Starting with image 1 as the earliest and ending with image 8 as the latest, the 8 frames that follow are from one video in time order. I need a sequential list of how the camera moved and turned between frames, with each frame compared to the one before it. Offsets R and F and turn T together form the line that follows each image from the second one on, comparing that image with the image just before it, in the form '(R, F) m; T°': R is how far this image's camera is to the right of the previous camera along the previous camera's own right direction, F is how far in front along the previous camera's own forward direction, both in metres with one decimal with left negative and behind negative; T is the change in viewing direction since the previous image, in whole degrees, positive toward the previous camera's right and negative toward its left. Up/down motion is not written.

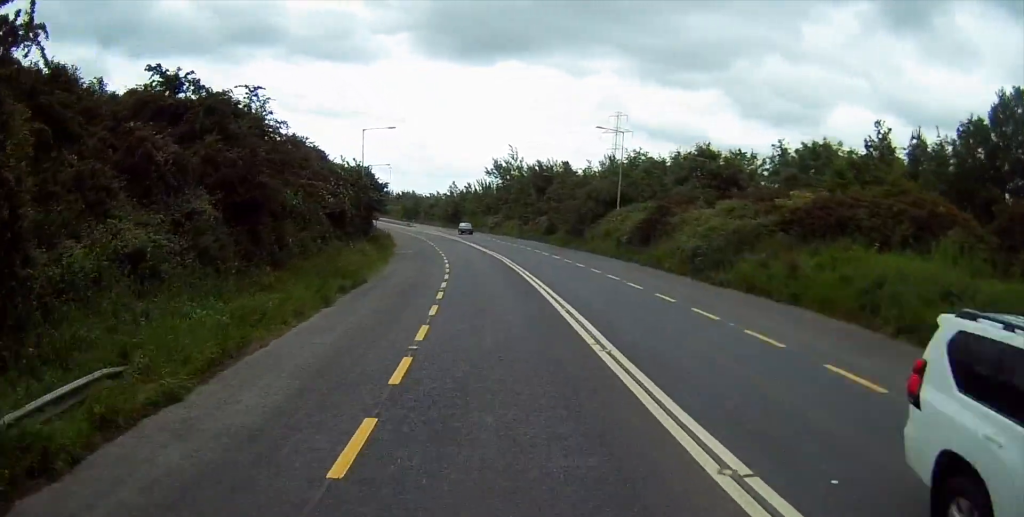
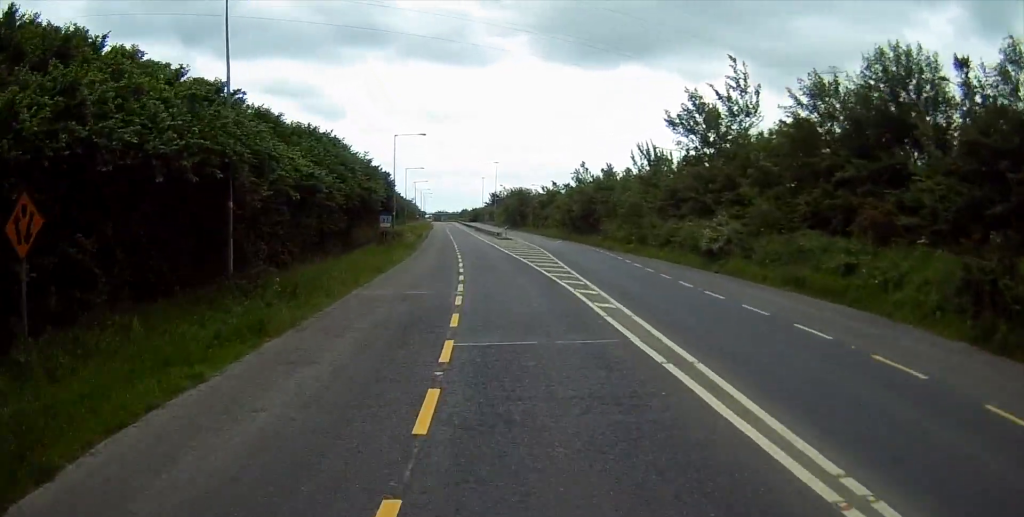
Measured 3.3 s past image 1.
(-6.4, +71.3) m; -8°
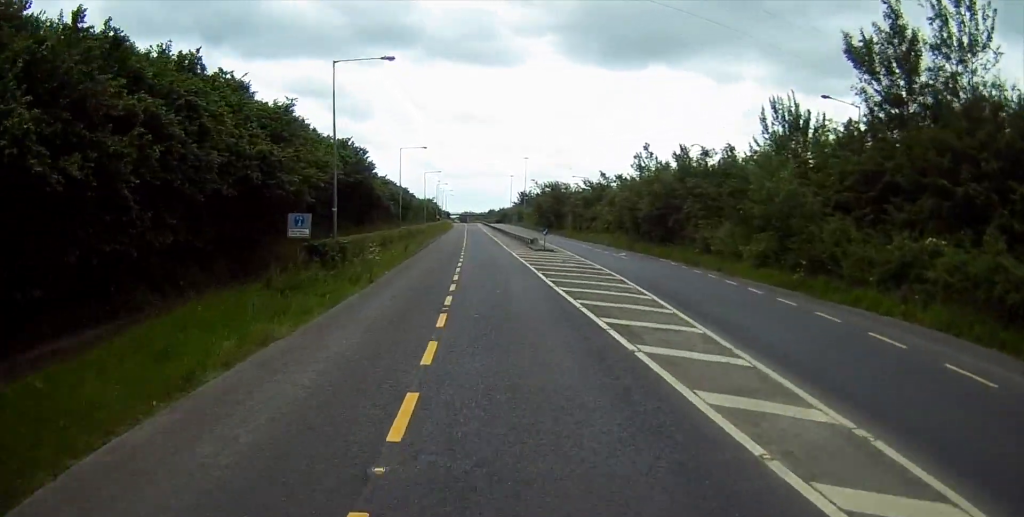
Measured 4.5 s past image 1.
(-0.4, +27.8) m; -3°
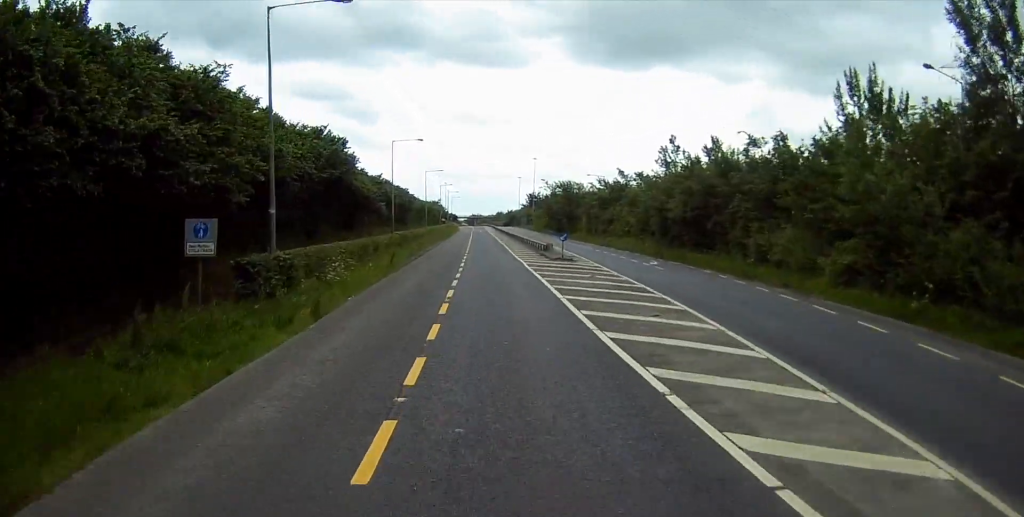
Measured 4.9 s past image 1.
(-0.1, +9.0) m; -1°
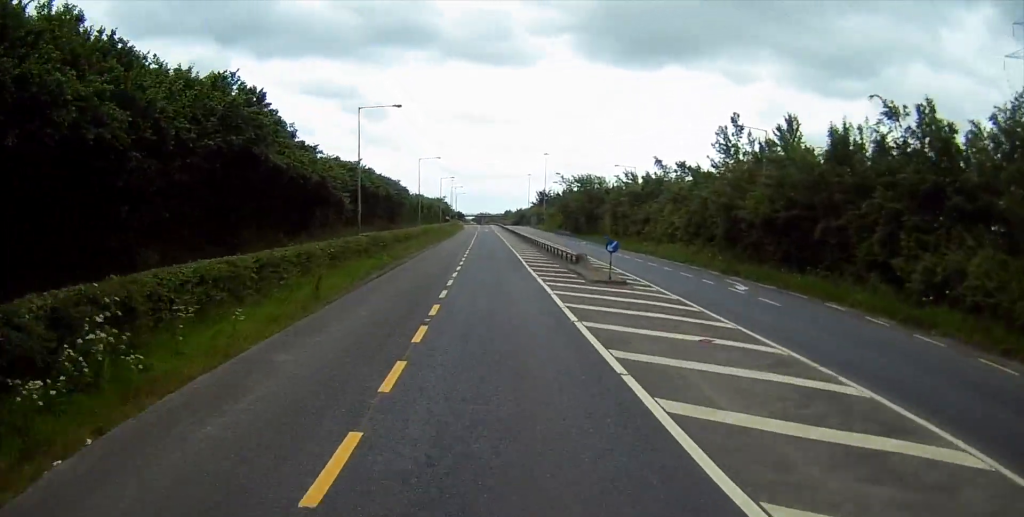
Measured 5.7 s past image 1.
(-0.4, +16.5) m; -2°
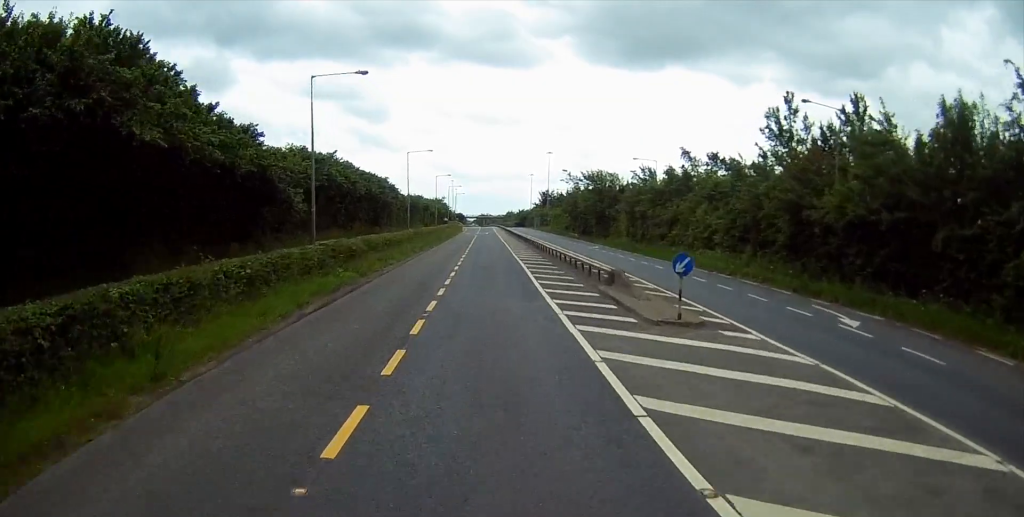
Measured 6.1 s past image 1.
(-0.2, +10.5) m; -1°
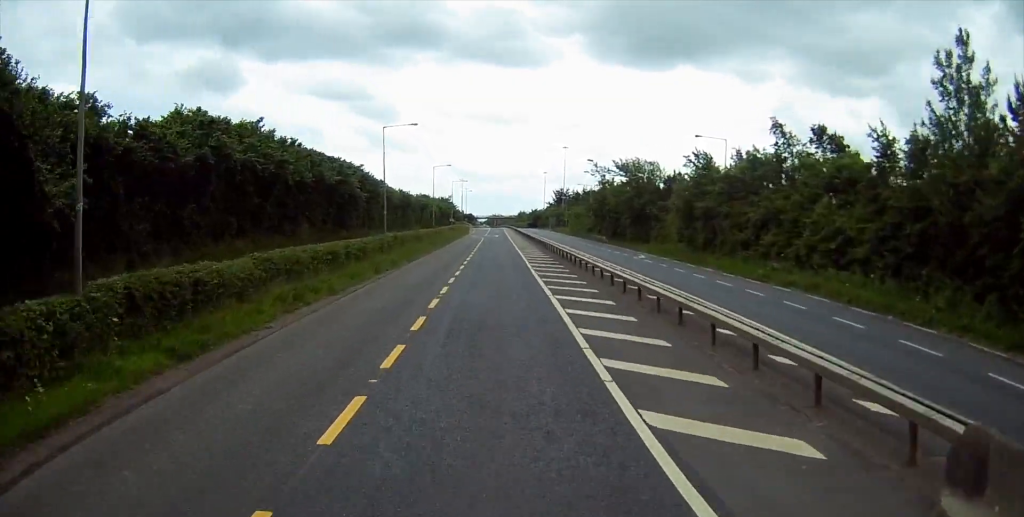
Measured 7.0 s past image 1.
(-0.1, +19.5) m; 0°
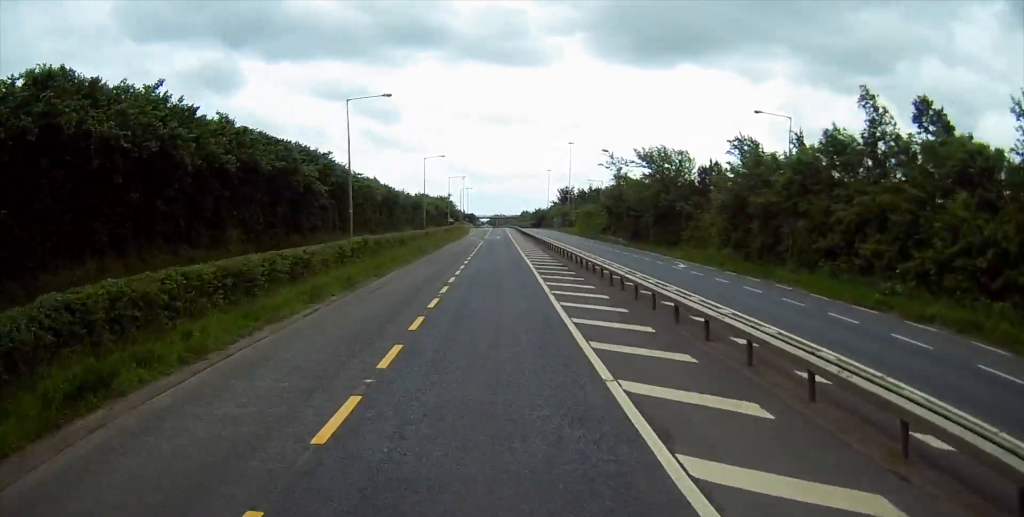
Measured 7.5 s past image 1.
(0.0, +12.0) m; 0°
